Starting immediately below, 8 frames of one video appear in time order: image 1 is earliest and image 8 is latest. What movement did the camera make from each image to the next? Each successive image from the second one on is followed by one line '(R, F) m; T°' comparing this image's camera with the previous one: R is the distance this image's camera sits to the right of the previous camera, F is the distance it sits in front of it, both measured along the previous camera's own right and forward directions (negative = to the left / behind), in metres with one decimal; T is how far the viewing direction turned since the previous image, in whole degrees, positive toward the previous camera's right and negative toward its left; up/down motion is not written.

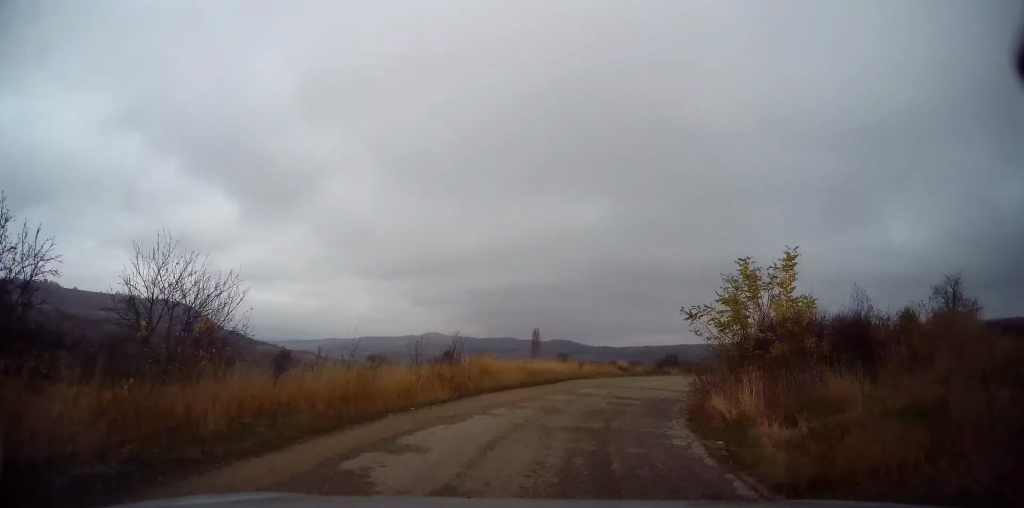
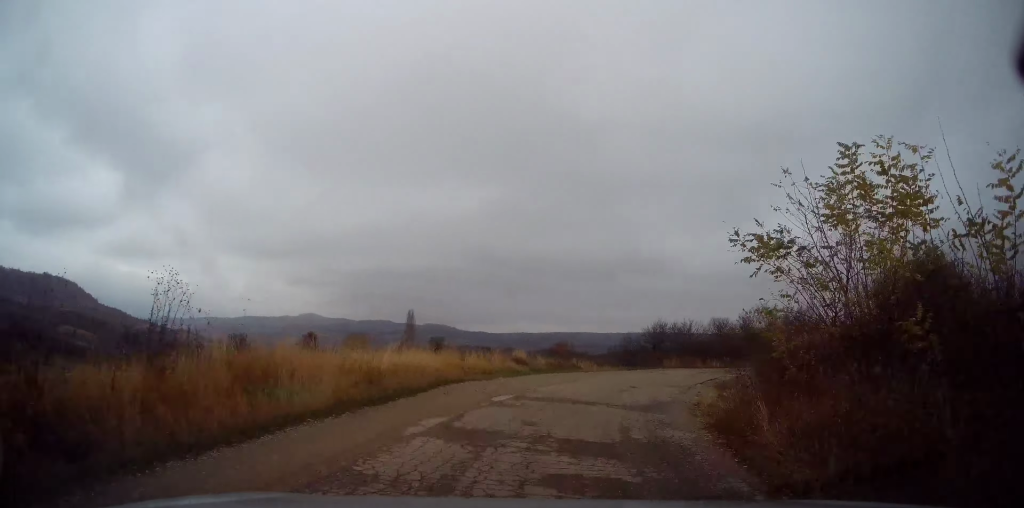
(+0.9, +9.6) m; +11°
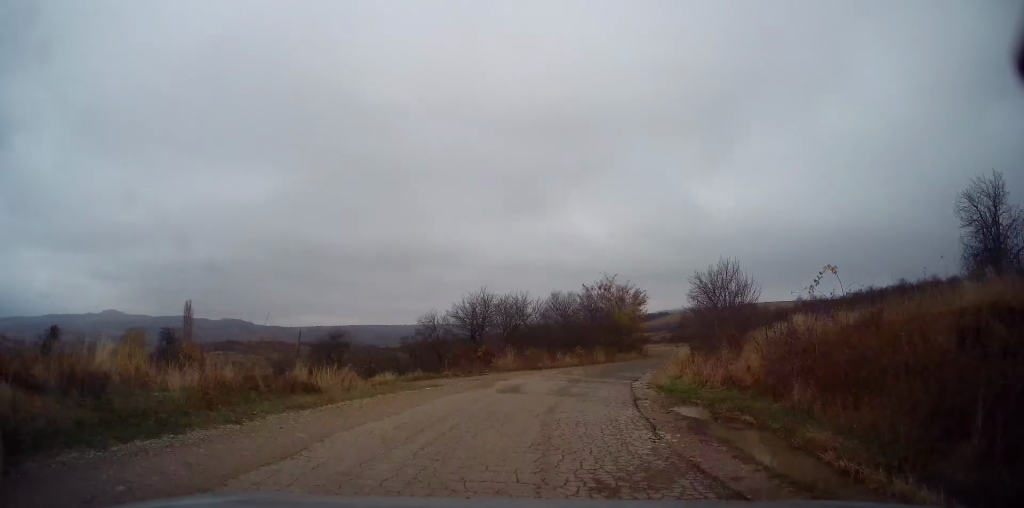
(+3.2, +16.6) m; +21°
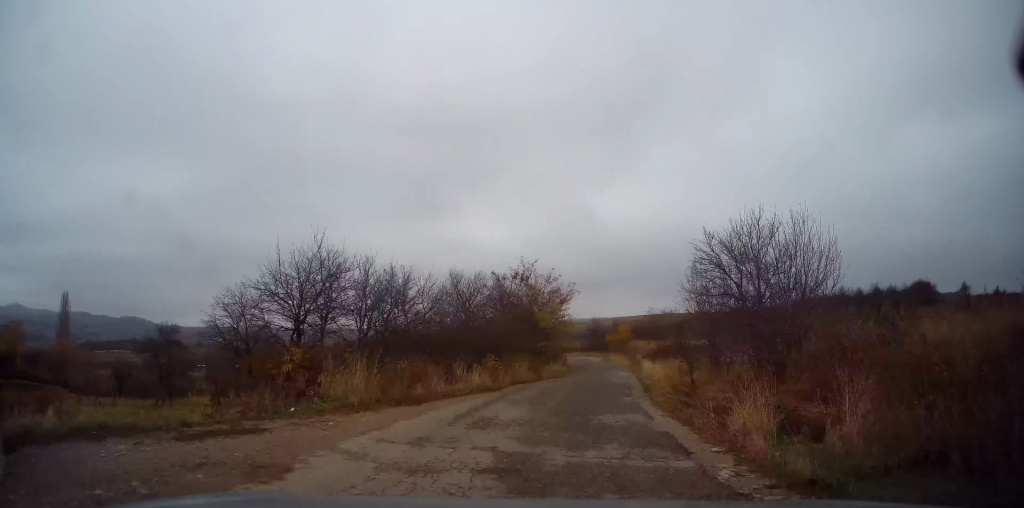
(+1.7, +12.1) m; +14°
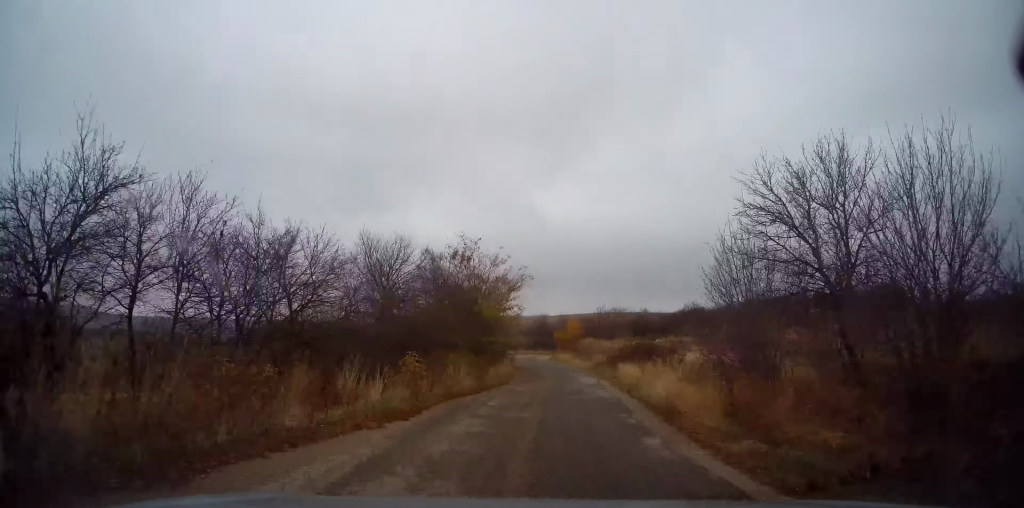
(+0.2, +6.7) m; +6°
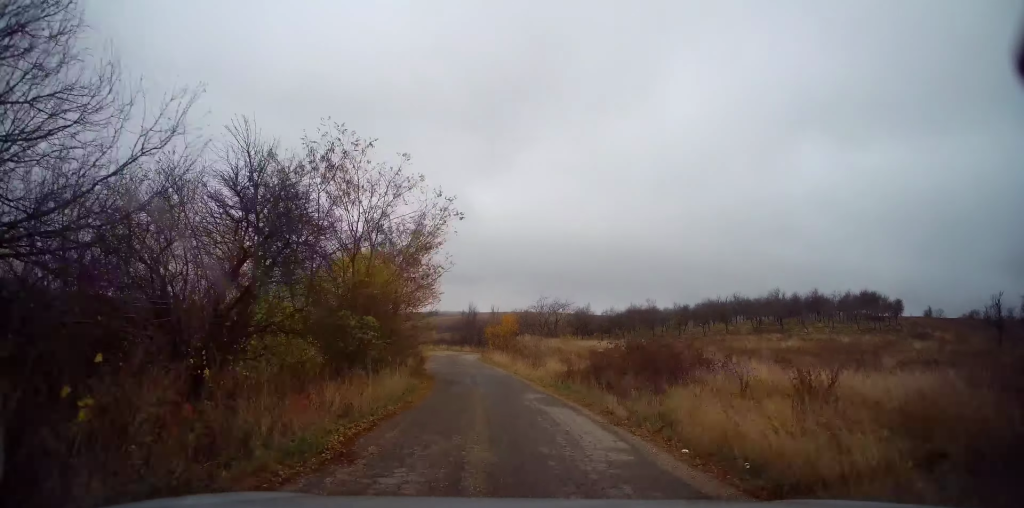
(+1.3, +13.5) m; +8°
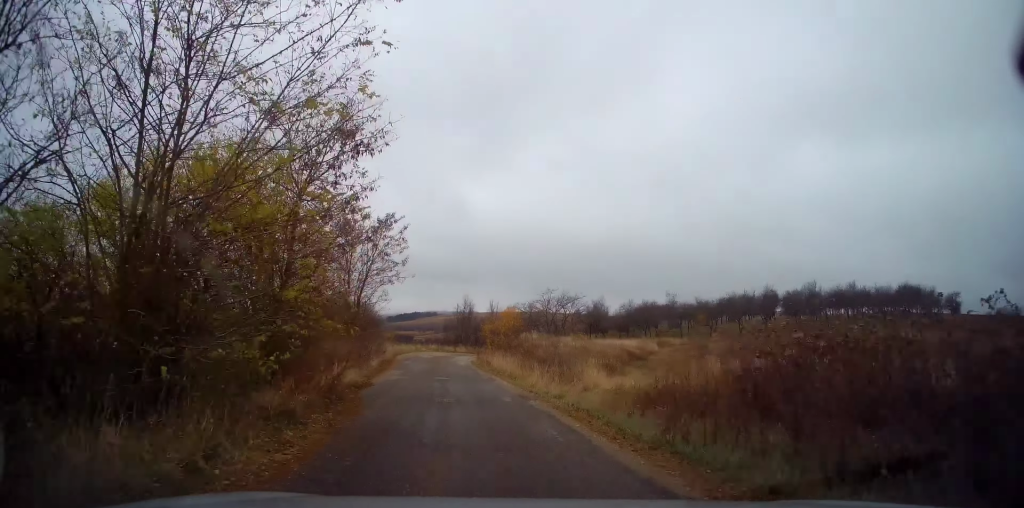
(+0.4, +11.2) m; +1°
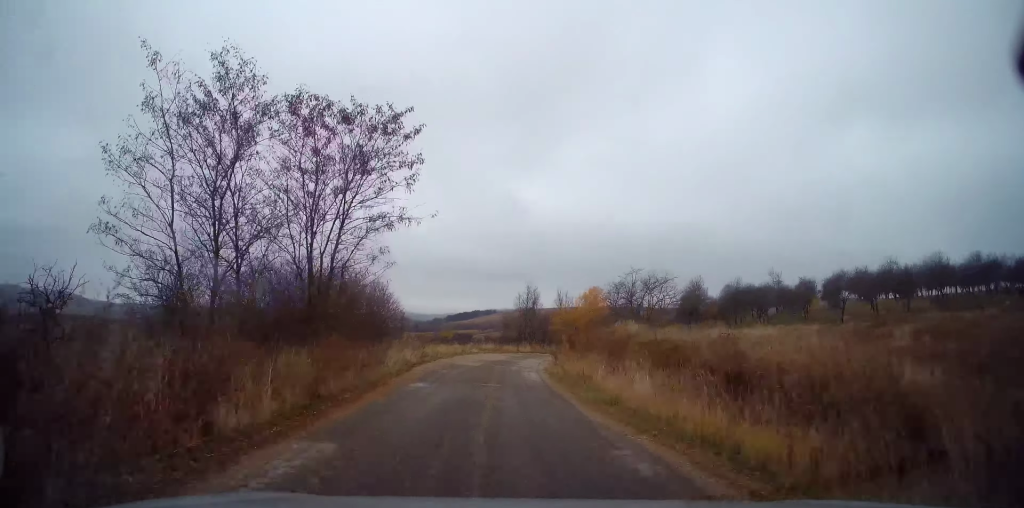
(-0.3, +14.7) m; -3°
